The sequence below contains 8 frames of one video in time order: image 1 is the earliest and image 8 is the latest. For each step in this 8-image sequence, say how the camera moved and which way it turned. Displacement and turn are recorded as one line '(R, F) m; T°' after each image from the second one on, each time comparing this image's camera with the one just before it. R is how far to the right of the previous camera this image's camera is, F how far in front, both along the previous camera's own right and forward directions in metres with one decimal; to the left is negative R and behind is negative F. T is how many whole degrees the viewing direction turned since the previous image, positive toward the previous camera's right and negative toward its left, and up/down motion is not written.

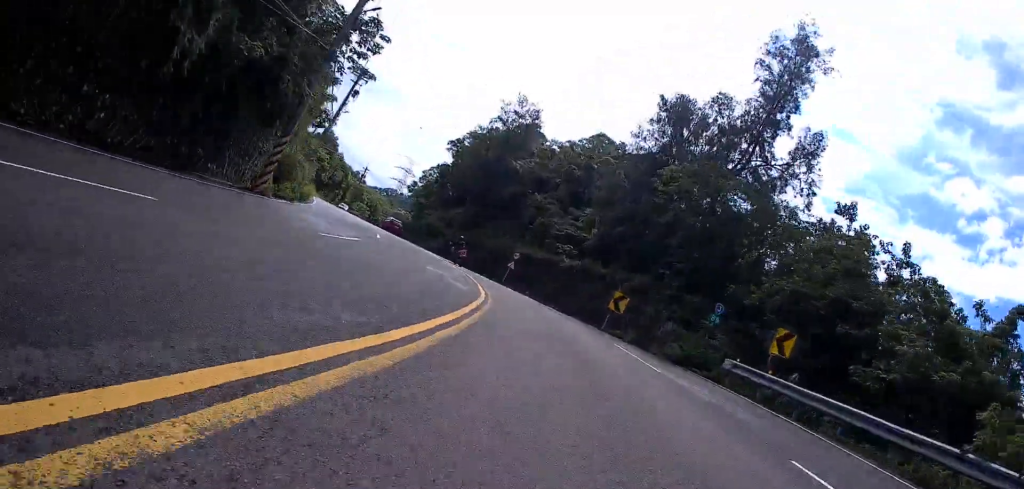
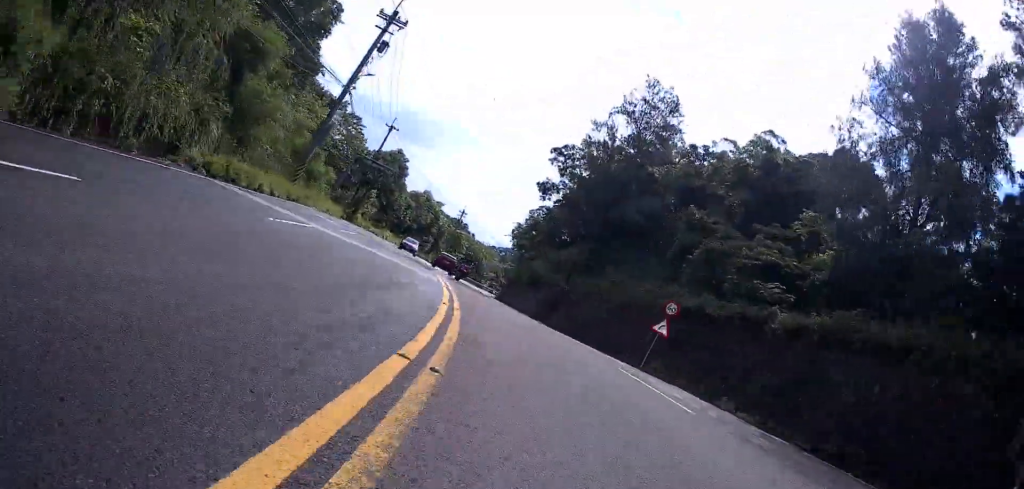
(0.0, +22.8) m; 0°
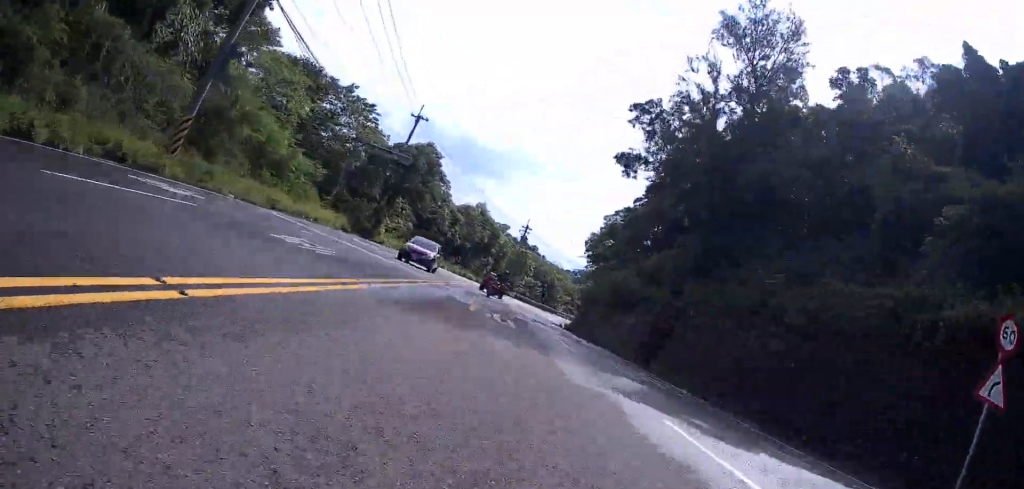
(0.0, +15.7) m; 0°
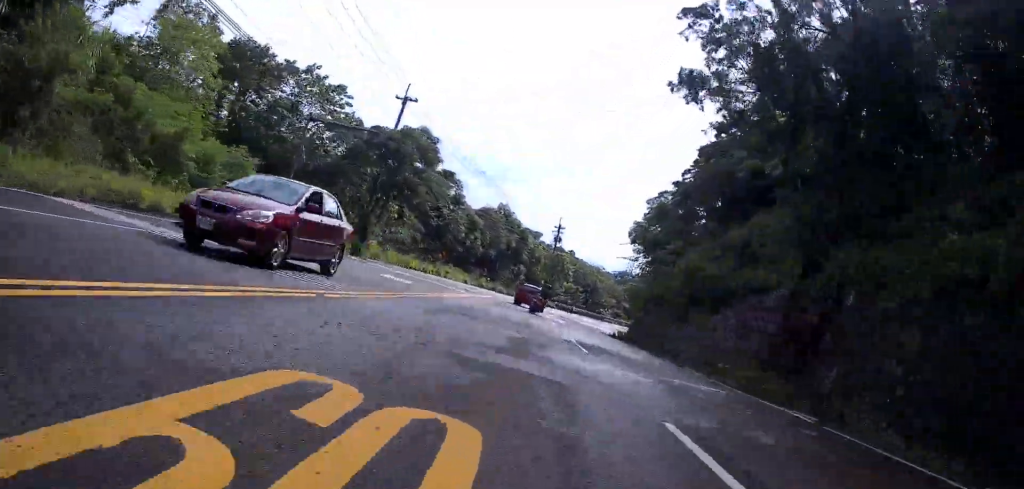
(0.0, +10.8) m; -2°
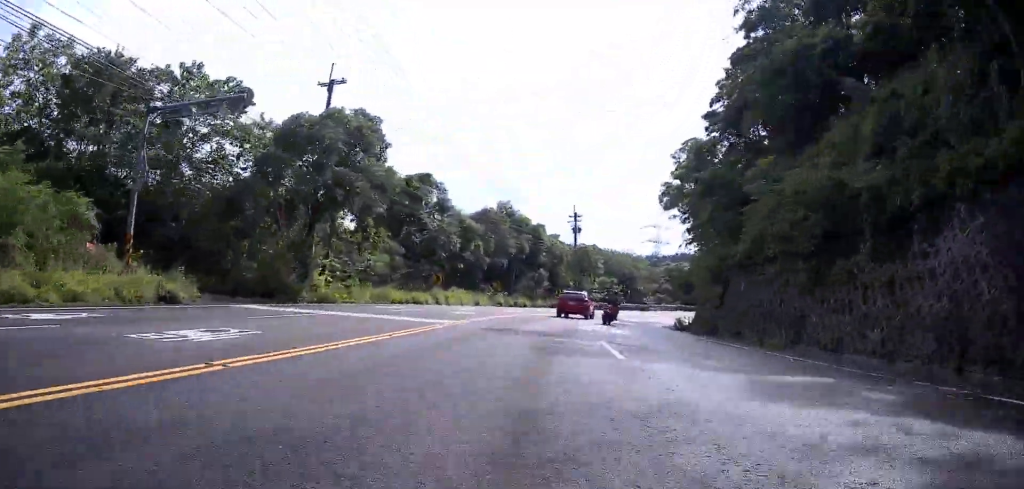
(+0.2, +11.5) m; -2°
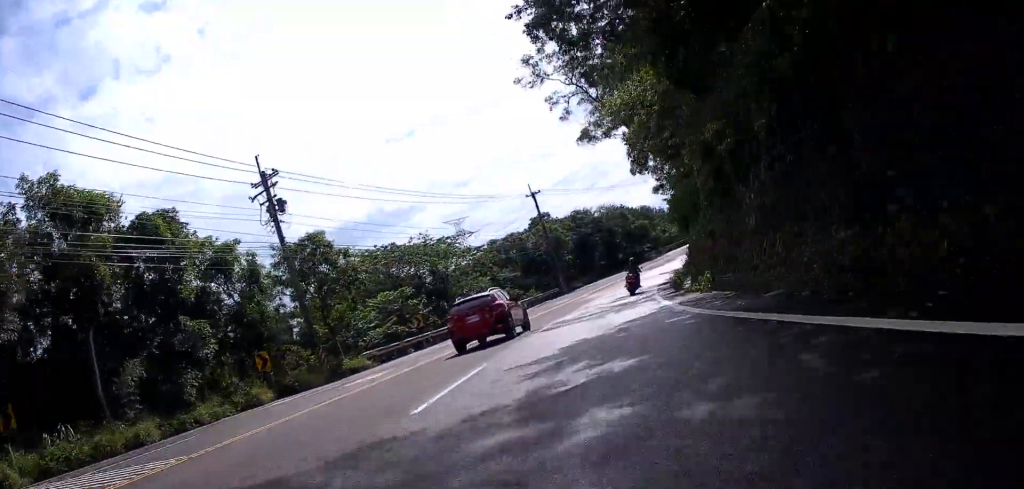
(+3.2, +40.3) m; +13°
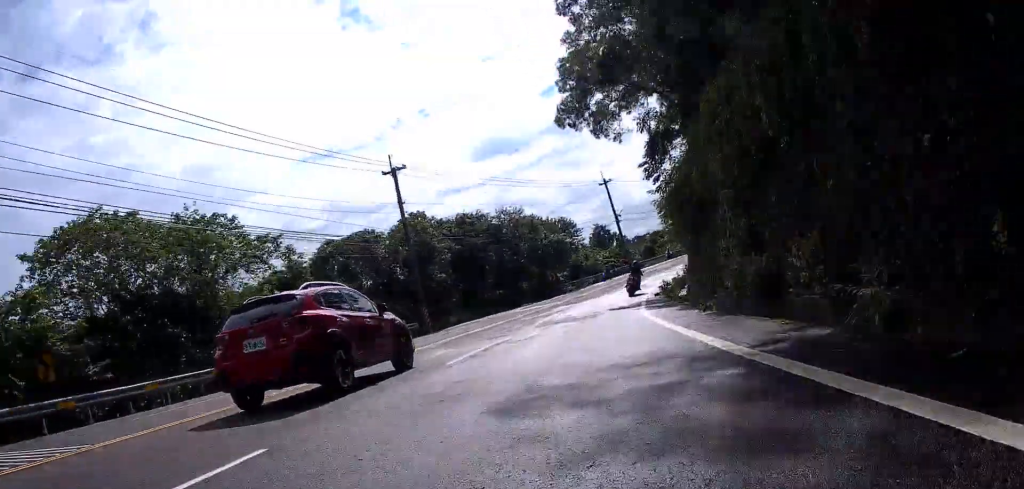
(+1.1, +24.3) m; +9°
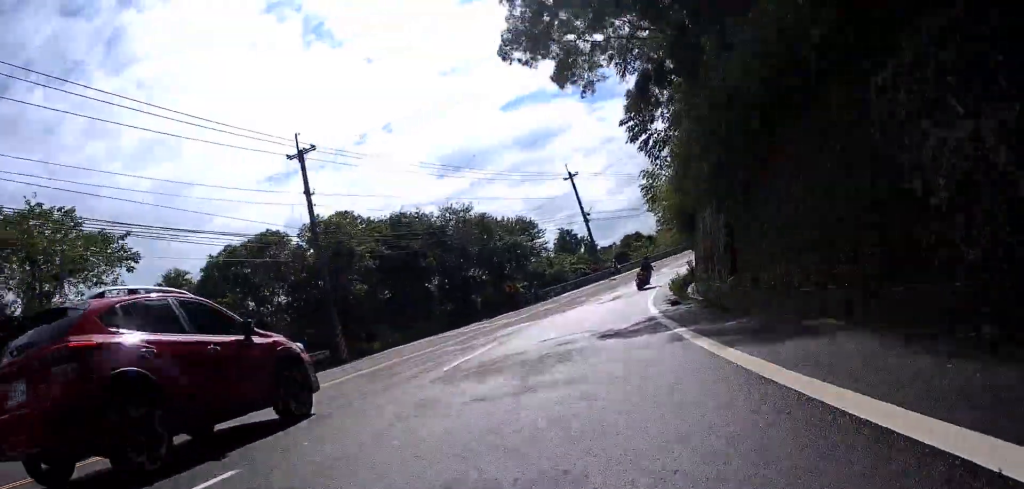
(+0.4, +9.3) m; +5°
